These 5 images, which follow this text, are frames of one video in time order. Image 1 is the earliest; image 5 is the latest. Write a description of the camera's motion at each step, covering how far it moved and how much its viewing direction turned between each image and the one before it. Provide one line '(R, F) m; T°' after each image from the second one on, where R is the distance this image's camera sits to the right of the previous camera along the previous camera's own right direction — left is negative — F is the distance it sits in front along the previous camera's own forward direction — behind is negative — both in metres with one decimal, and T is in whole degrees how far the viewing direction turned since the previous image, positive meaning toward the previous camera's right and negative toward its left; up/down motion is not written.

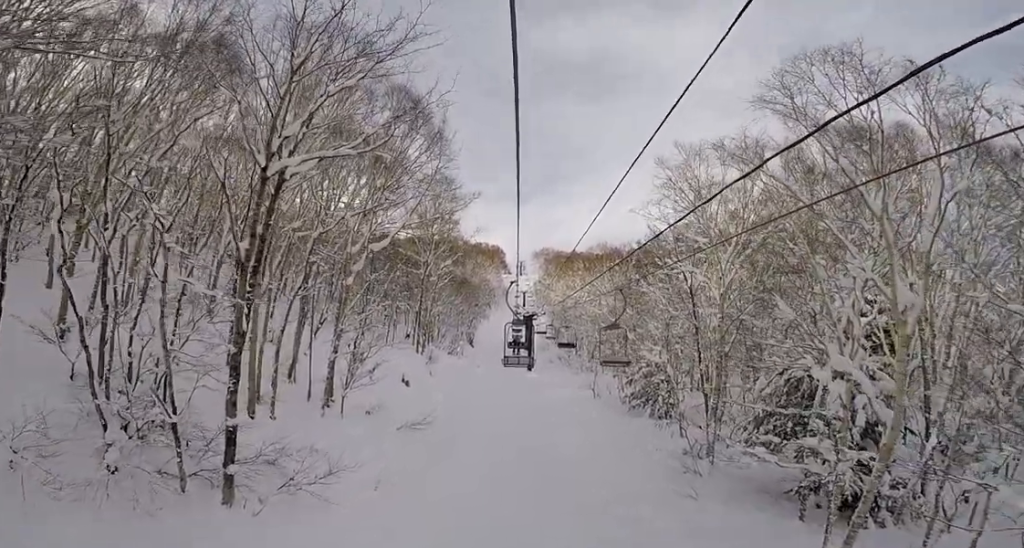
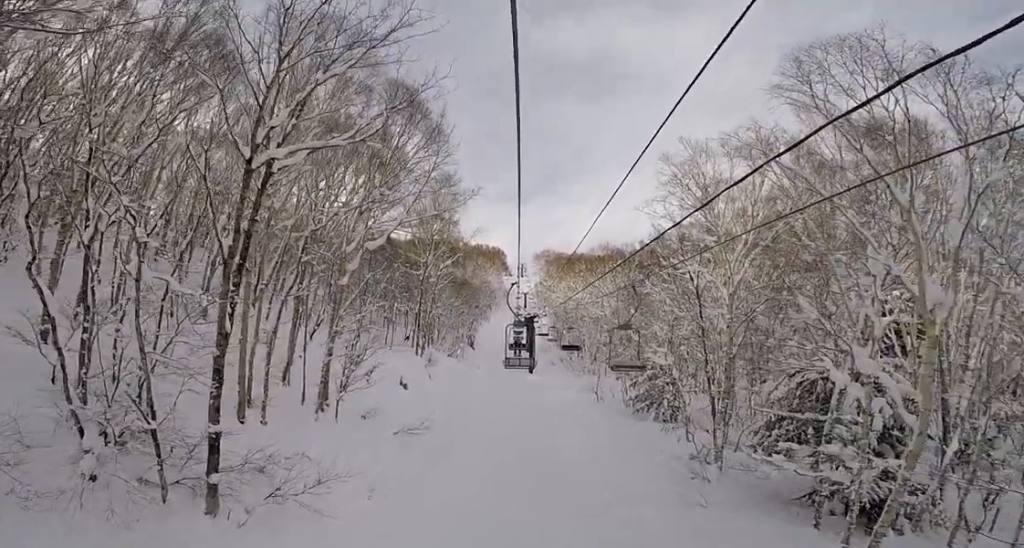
(0.0, +0.7) m; 0°
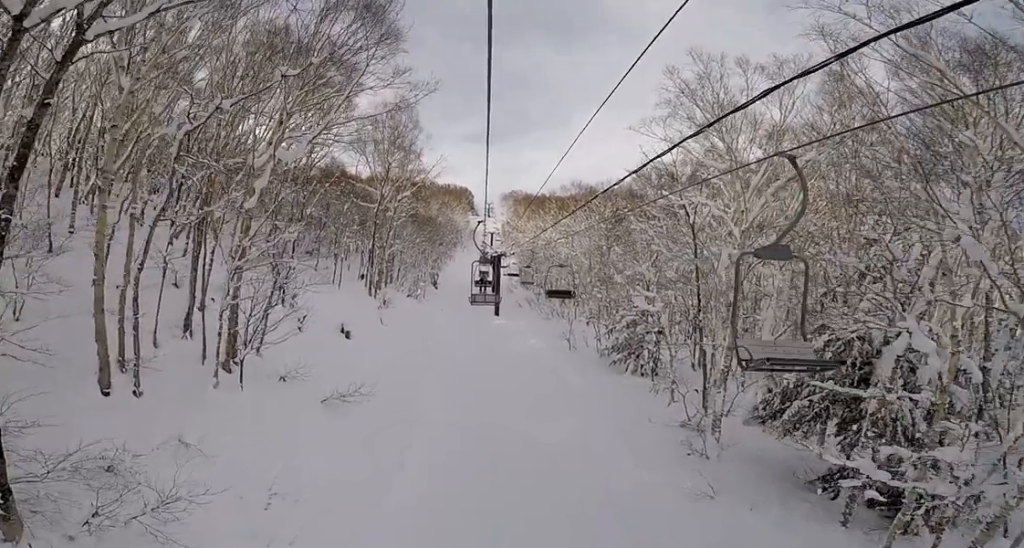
(0.0, +4.4) m; -1°
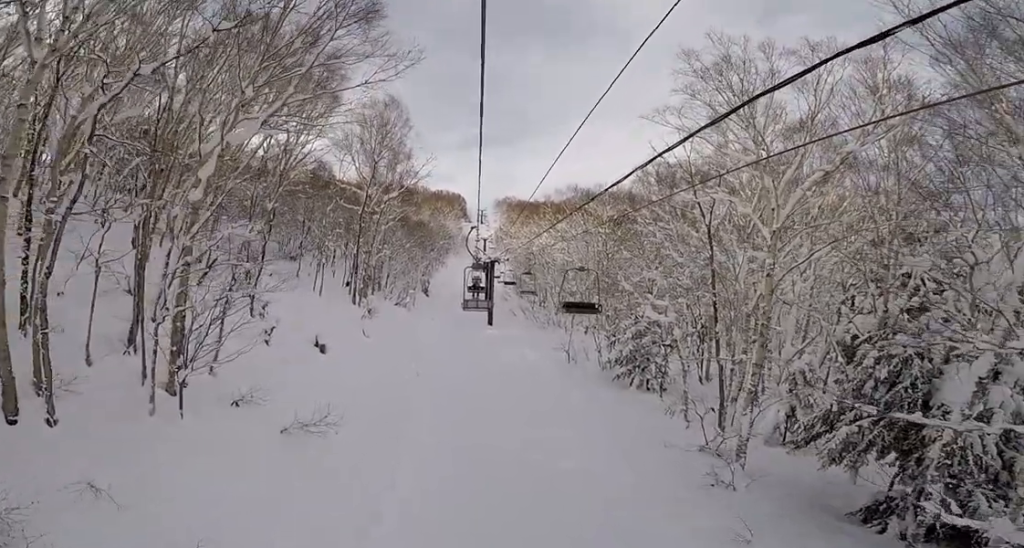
(0.0, +2.4) m; +2°
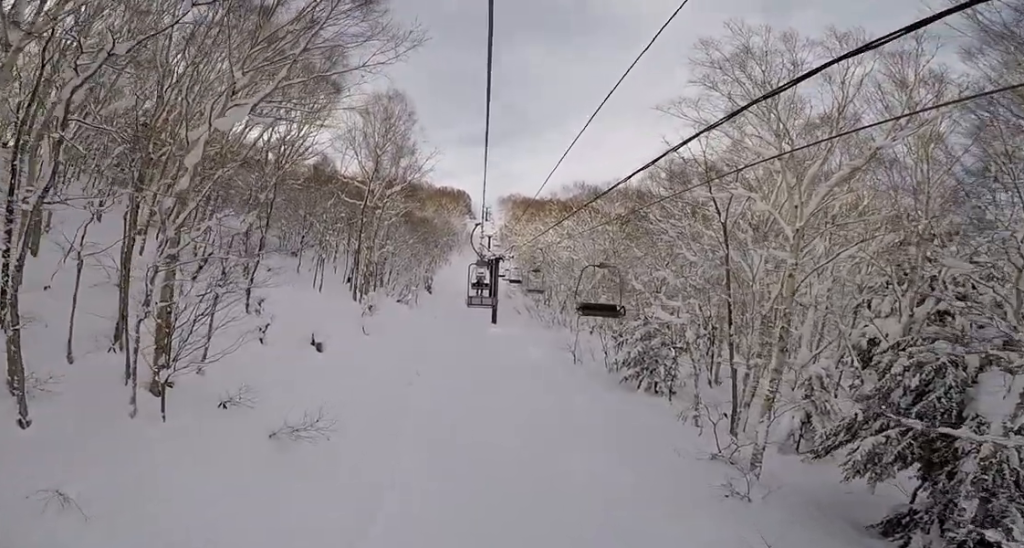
(0.0, +0.8) m; +3°
